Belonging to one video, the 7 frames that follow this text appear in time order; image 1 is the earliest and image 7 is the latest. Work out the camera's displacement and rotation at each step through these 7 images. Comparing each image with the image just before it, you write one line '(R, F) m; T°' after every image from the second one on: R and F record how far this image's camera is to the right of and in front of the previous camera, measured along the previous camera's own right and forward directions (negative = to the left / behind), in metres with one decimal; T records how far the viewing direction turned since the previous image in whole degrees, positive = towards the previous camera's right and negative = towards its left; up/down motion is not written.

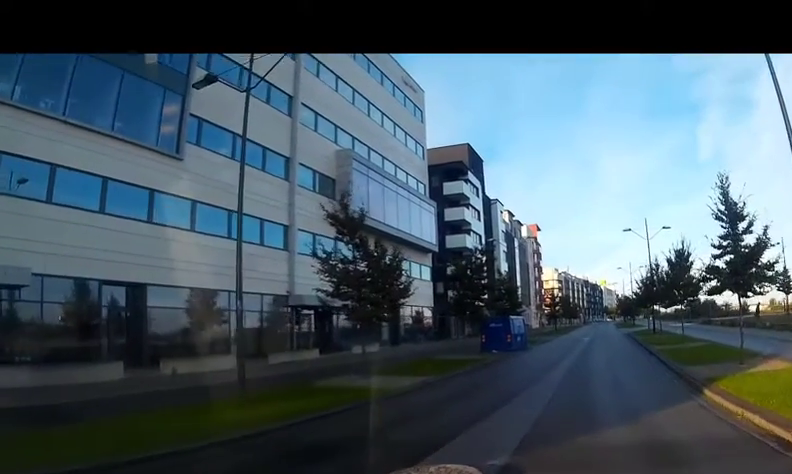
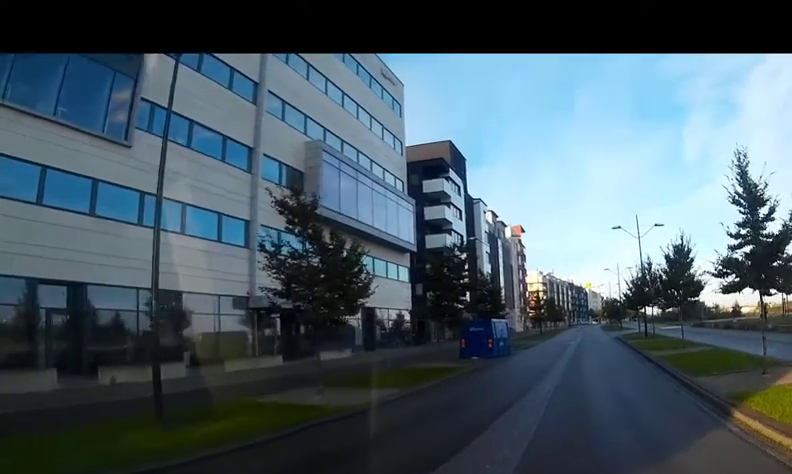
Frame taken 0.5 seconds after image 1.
(+0.1, +2.4) m; +2°
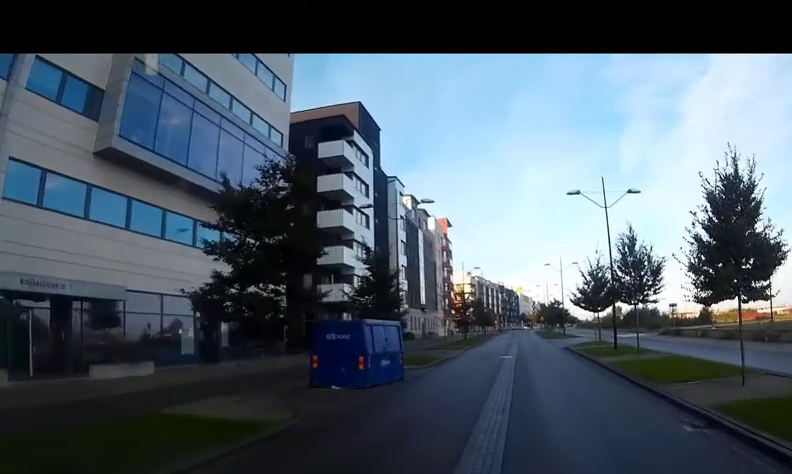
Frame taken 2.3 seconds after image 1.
(+0.1, +11.3) m; 0°
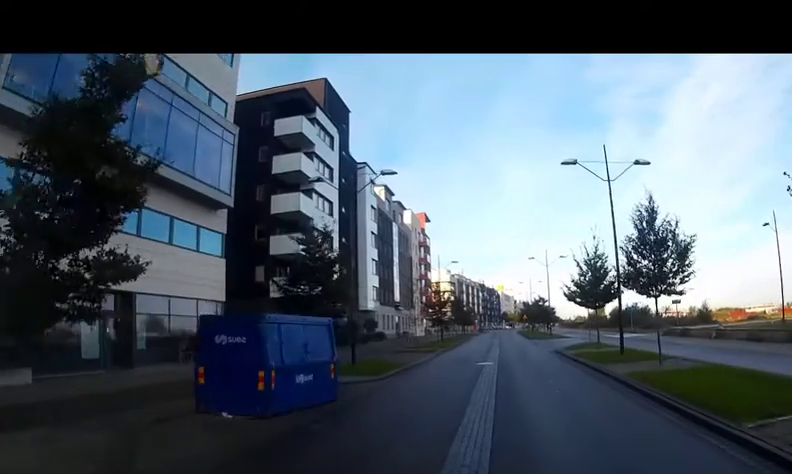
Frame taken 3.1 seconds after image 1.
(0.0, +5.4) m; +2°
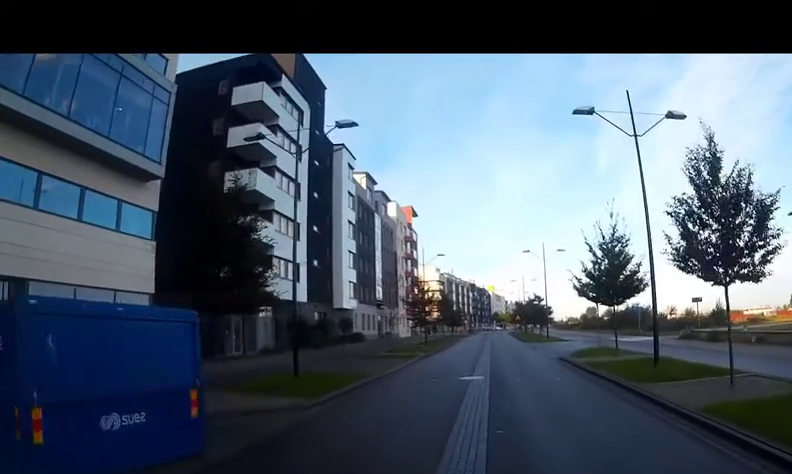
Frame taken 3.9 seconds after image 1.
(+0.1, +6.0) m; +2°
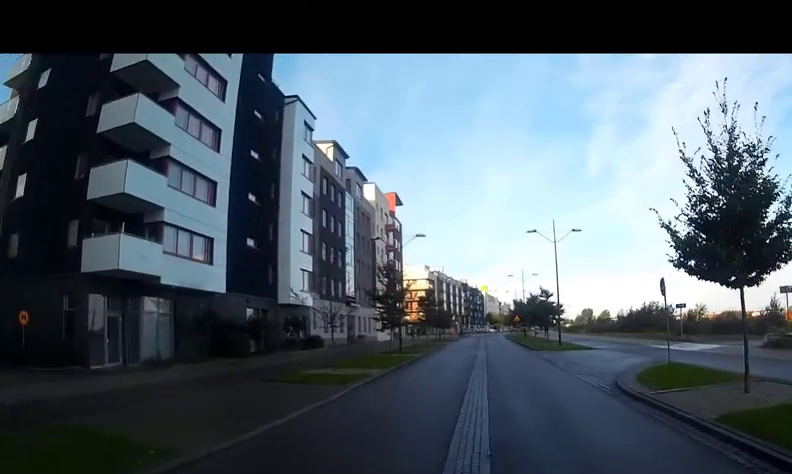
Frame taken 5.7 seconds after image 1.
(-0.2, +12.1) m; -2°
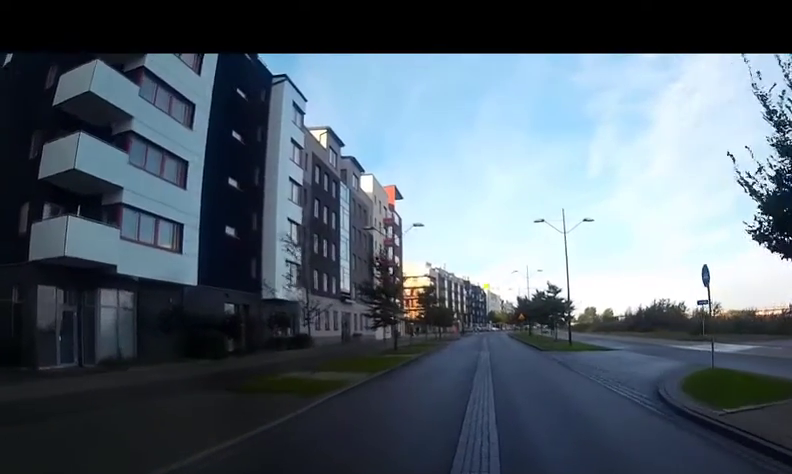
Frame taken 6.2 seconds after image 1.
(+0.1, +3.2) m; +1°
